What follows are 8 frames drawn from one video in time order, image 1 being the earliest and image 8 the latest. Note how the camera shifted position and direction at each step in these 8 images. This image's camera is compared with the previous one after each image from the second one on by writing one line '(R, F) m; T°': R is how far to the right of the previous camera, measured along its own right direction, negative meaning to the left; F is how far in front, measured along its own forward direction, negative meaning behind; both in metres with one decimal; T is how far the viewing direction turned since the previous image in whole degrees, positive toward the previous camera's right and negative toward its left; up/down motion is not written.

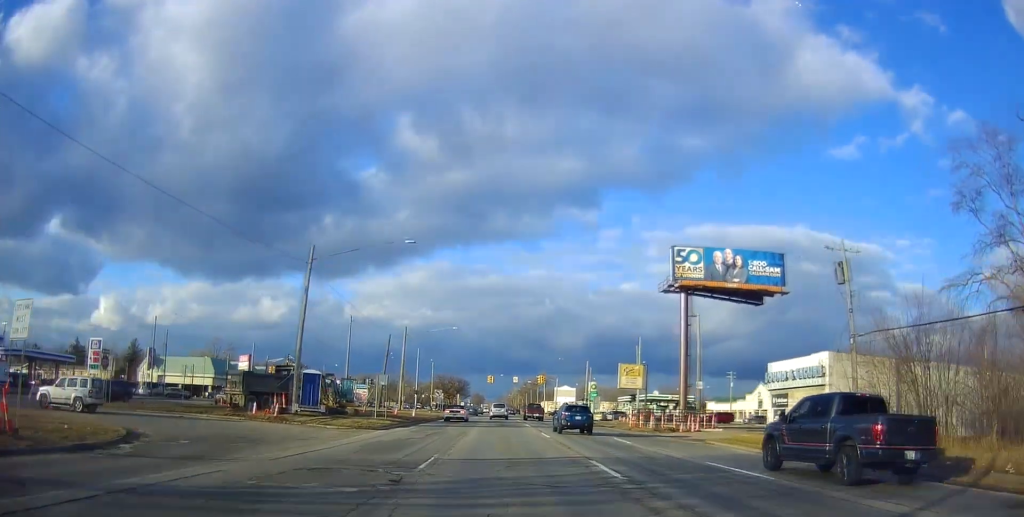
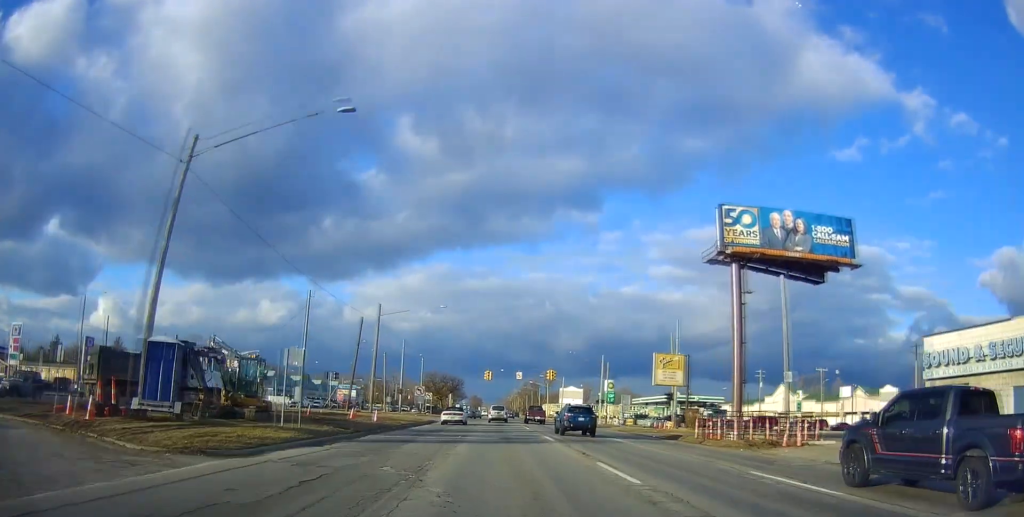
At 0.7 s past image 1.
(-0.2, +16.9) m; 0°
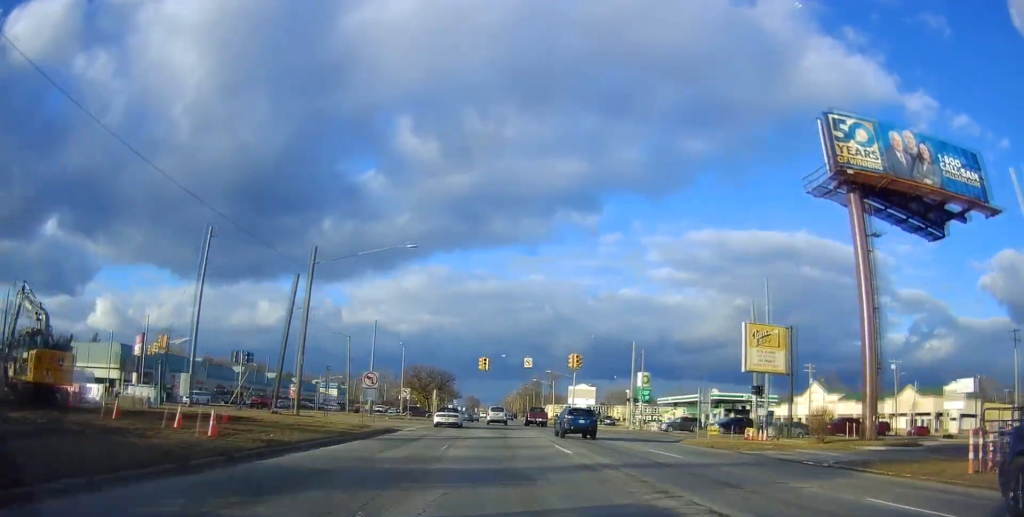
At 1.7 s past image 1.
(-0.2, +21.8) m; 0°
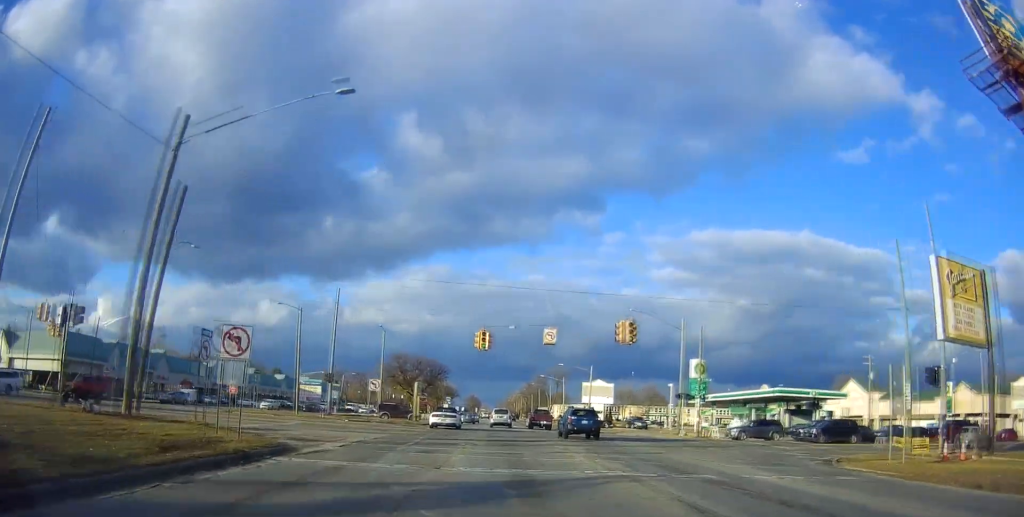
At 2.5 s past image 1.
(+0.4, +18.6) m; 0°
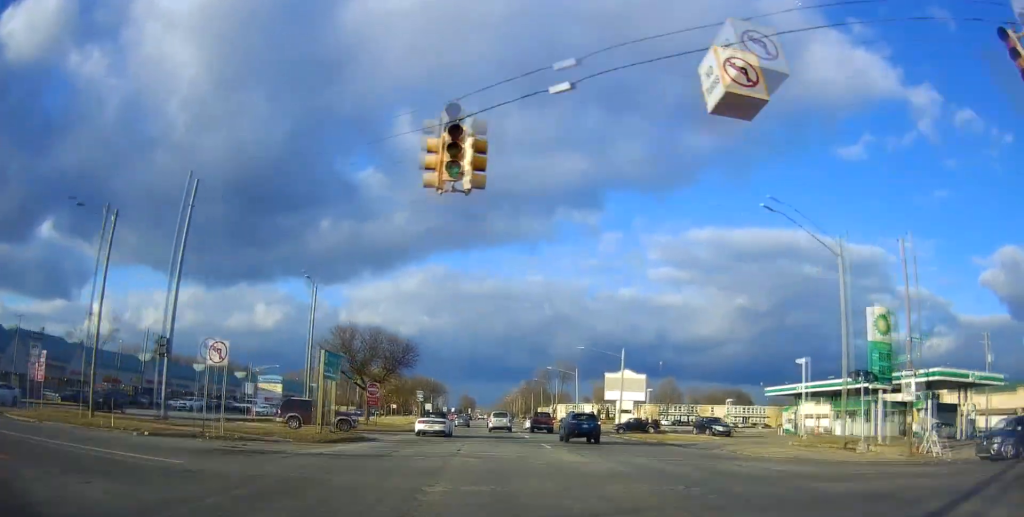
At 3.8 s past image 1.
(-0.7, +27.6) m; -1°
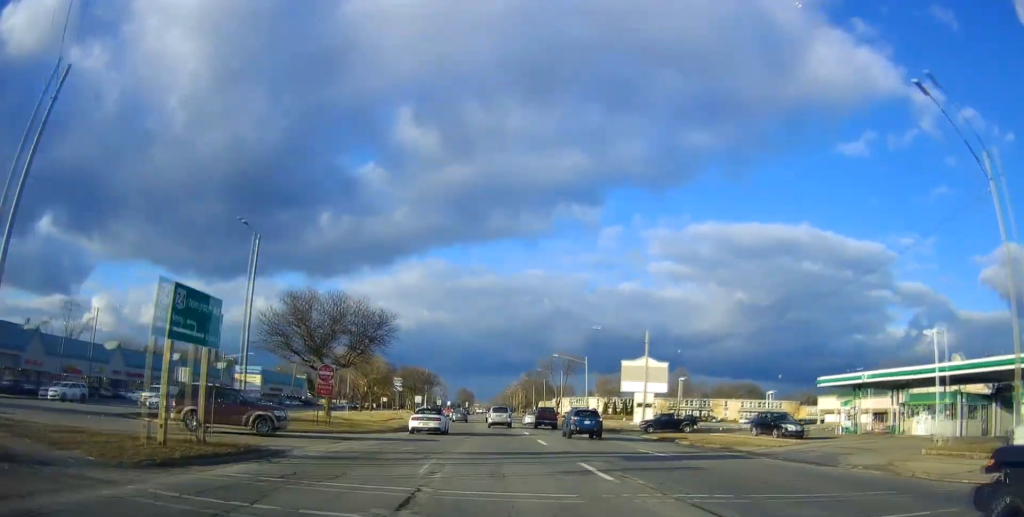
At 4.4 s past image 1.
(-0.3, +12.2) m; +1°
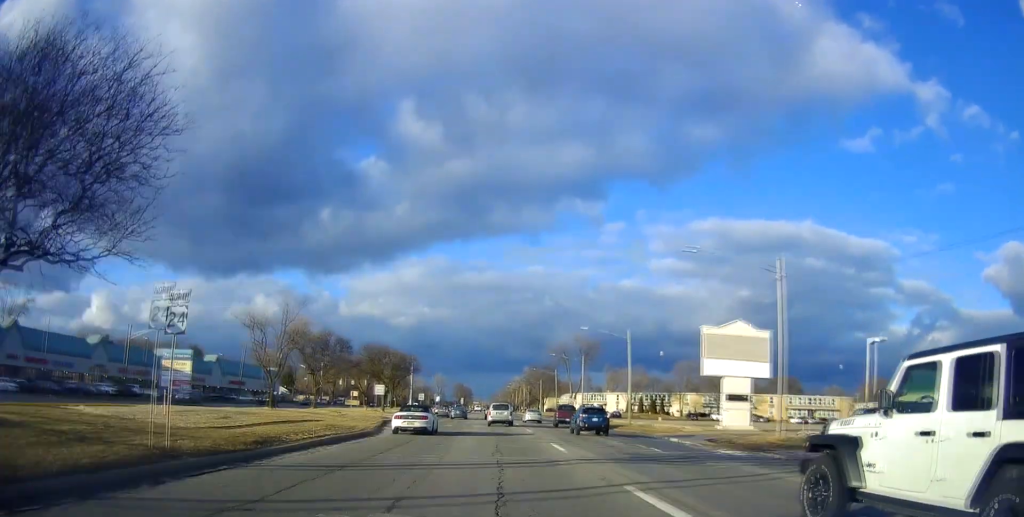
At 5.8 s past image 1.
(+1.1, +30.0) m; +1°
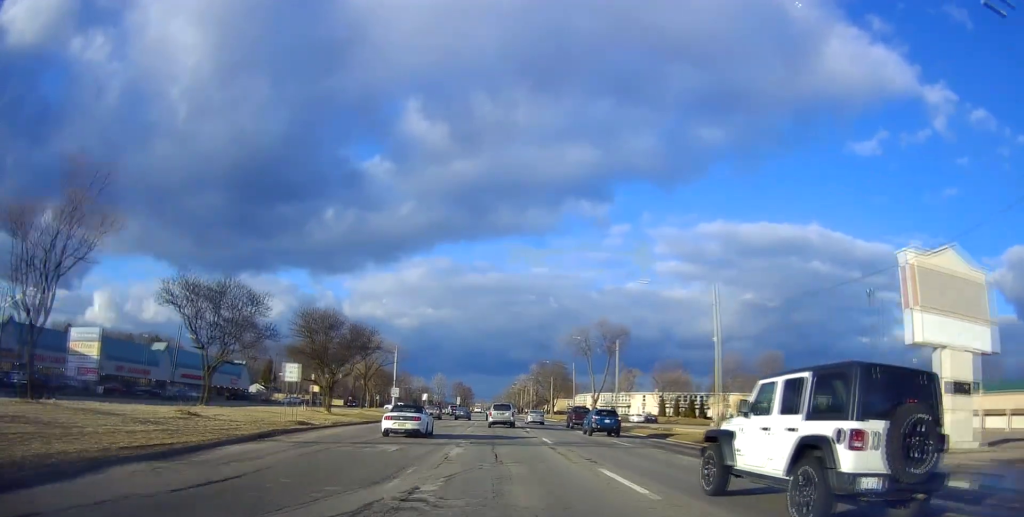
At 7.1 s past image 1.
(-0.7, +26.0) m; -1°
